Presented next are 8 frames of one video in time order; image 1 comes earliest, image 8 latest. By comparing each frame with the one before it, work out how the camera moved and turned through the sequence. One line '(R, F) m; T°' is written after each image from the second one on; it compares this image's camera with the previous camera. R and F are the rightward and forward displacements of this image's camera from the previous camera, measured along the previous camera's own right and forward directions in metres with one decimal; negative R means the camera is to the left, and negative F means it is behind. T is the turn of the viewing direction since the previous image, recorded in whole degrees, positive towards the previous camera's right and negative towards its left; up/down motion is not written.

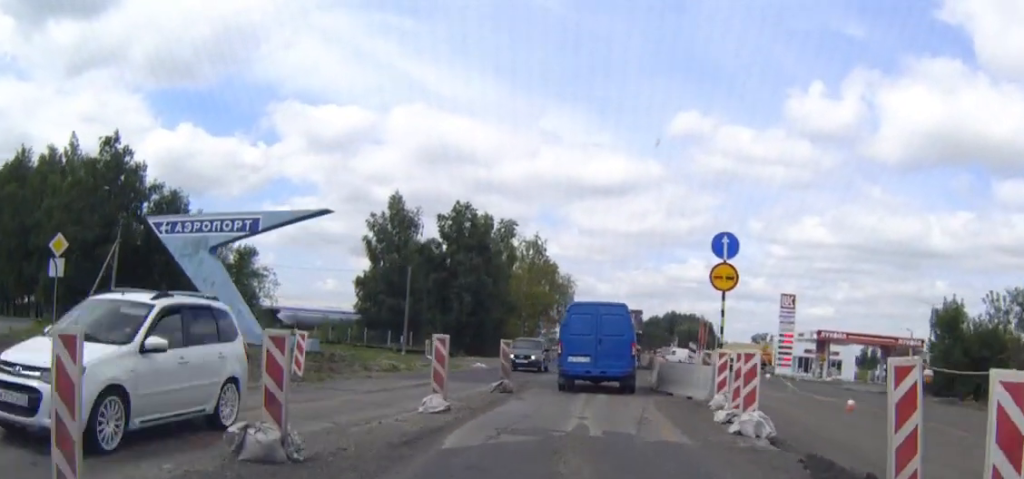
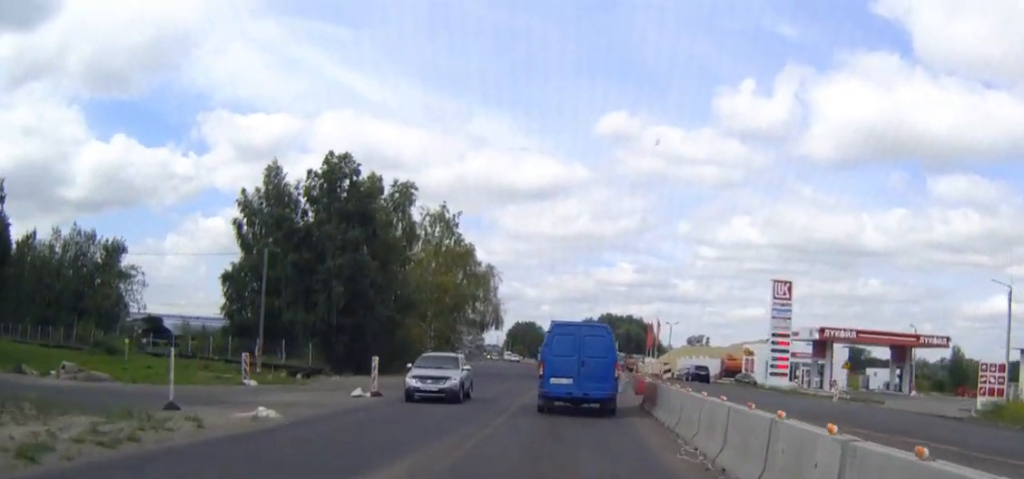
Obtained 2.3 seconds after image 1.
(+0.9, +24.3) m; +4°
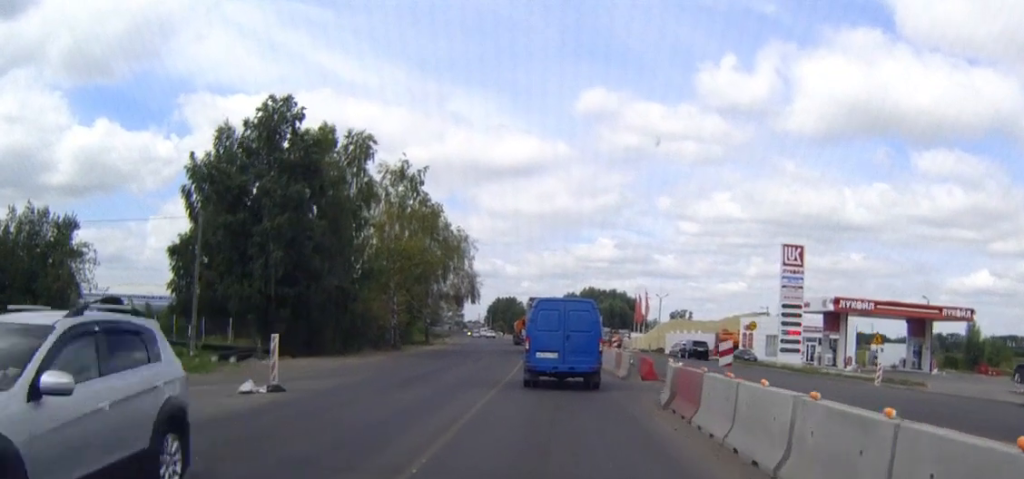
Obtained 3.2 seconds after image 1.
(+0.1, +8.7) m; +1°
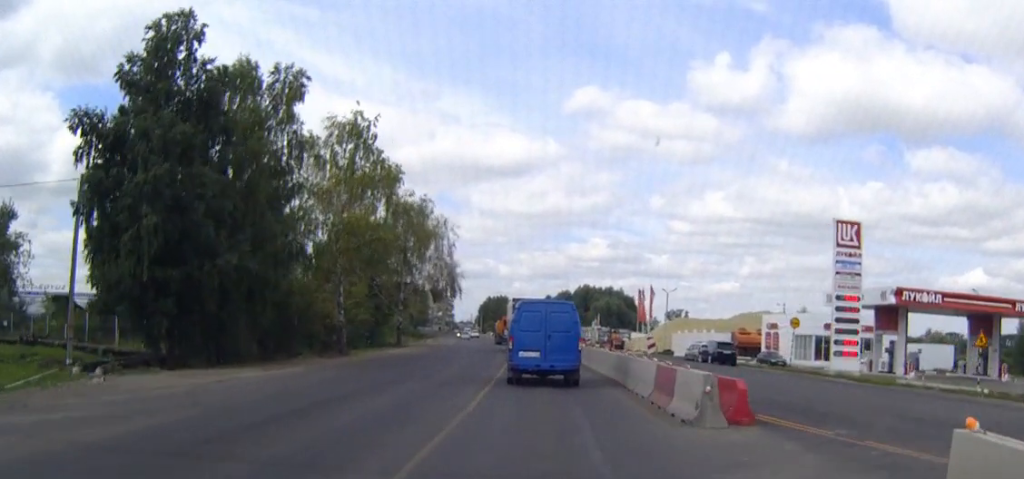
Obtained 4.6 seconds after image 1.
(+0.2, +13.8) m; +1°
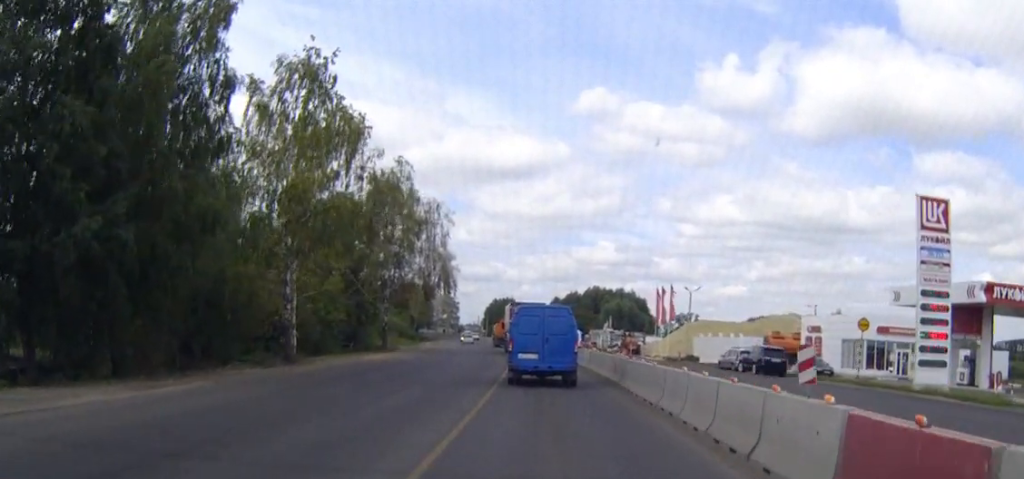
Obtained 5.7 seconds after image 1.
(0.0, +11.1) m; -1°
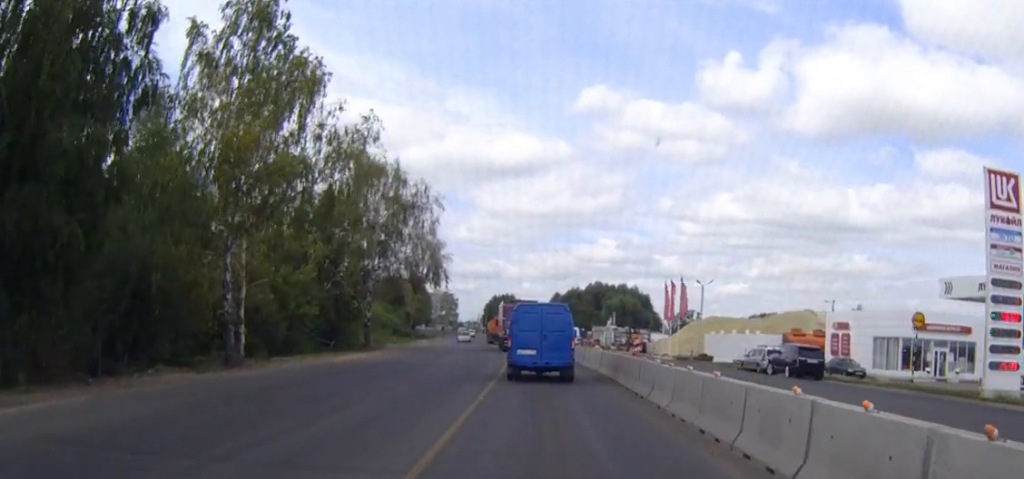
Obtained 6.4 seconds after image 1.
(0.0, +6.9) m; 0°
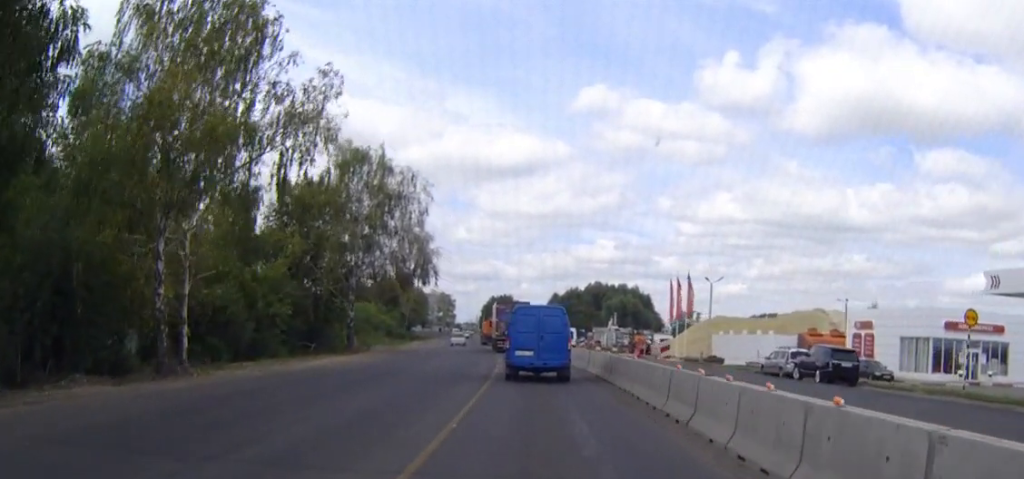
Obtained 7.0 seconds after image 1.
(0.0, +5.3) m; 0°
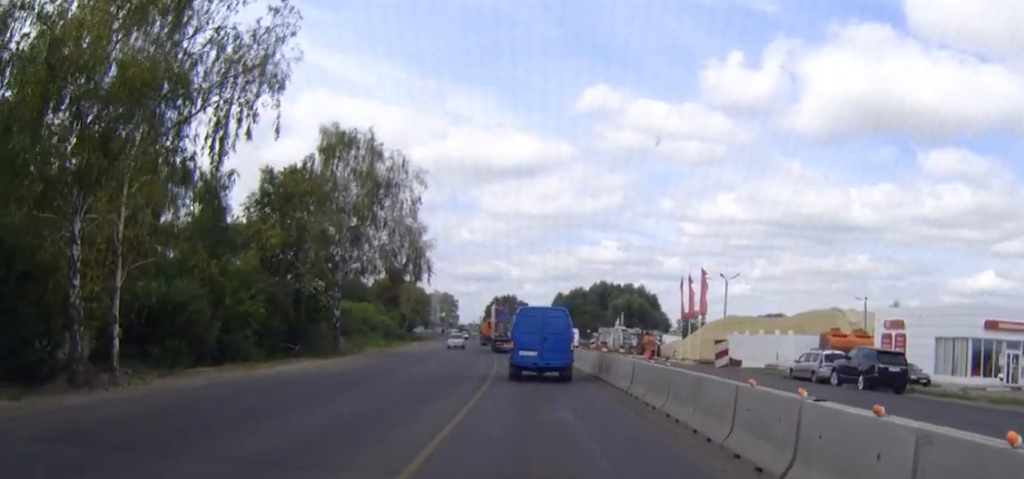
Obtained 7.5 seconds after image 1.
(0.0, +5.0) m; 0°
